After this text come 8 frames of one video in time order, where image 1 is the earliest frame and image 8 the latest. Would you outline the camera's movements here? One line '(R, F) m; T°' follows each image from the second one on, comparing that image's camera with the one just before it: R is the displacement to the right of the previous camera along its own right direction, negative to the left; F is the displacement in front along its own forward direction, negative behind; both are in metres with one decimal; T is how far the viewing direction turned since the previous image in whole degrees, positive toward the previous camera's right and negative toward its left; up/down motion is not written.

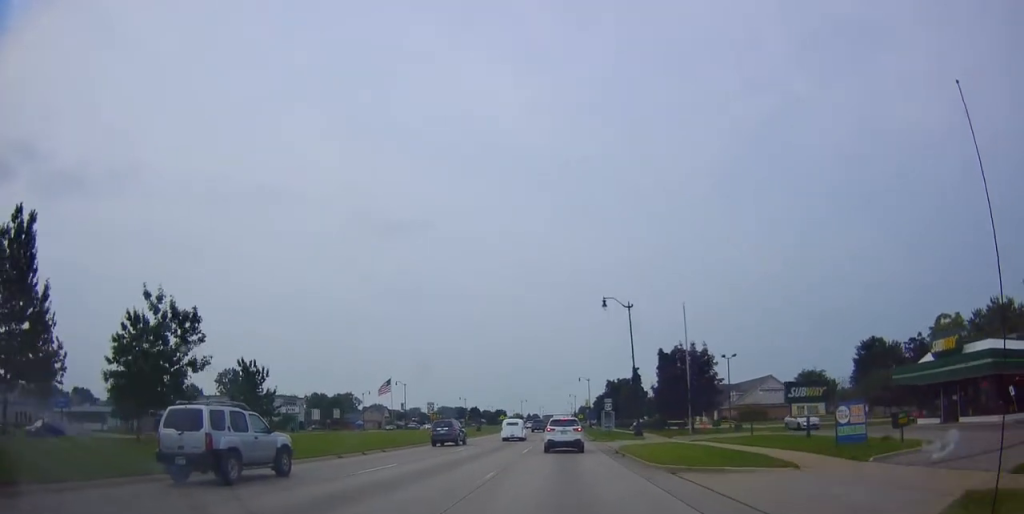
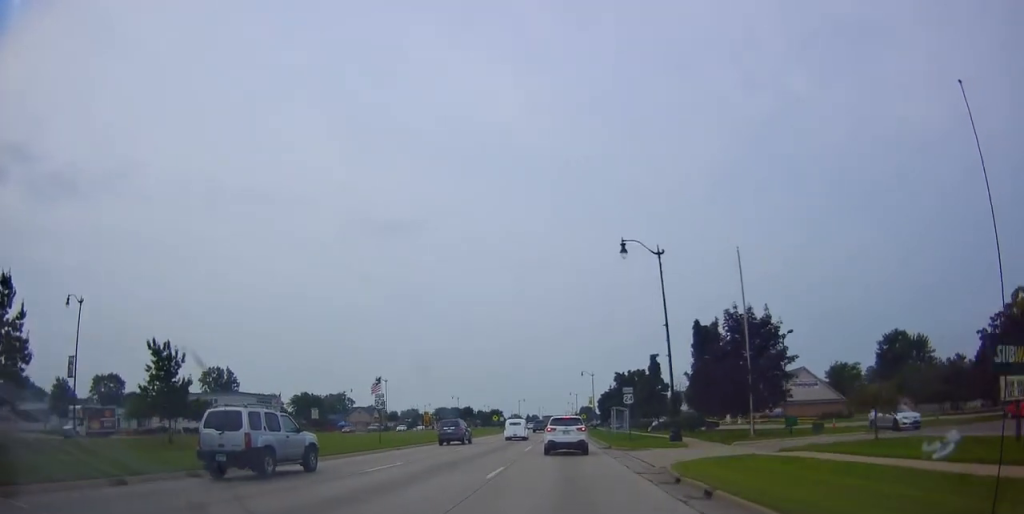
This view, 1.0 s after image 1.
(+0.2, +14.6) m; +1°
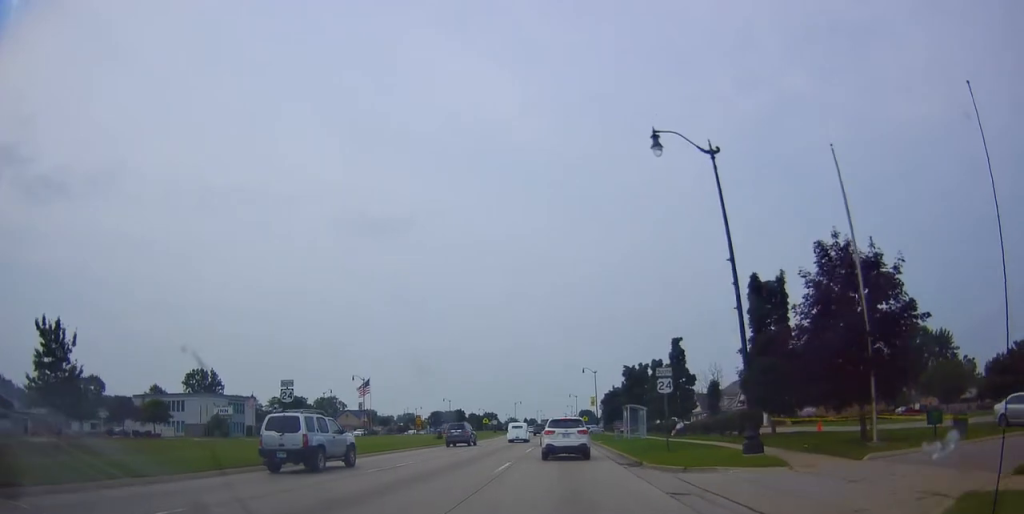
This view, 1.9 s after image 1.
(-0.1, +13.8) m; +1°
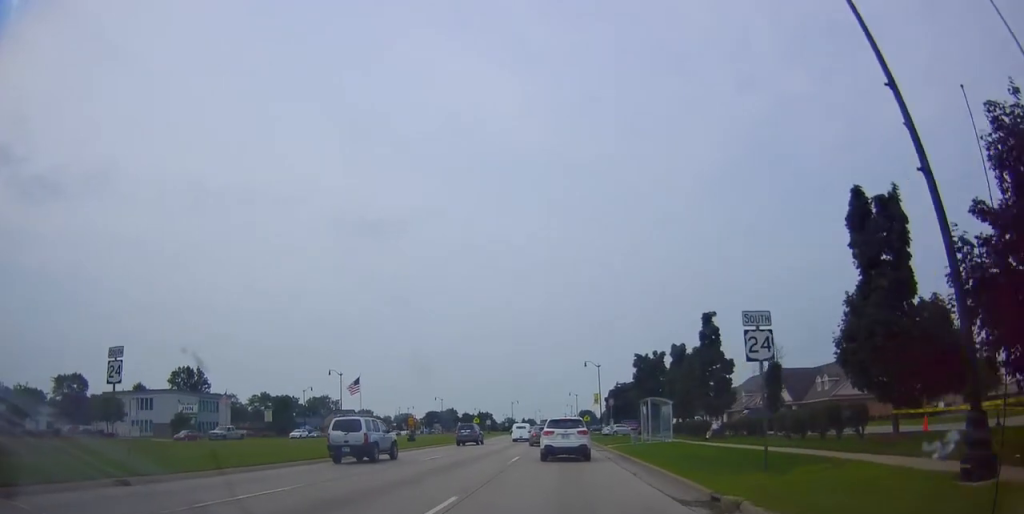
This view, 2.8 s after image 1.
(+0.2, +13.2) m; +1°
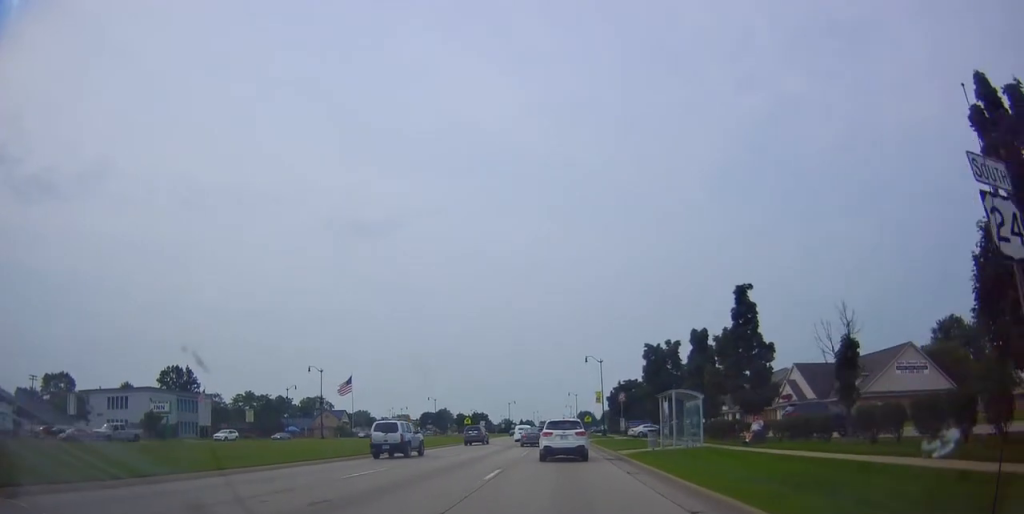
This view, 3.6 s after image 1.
(0.0, +9.6) m; 0°
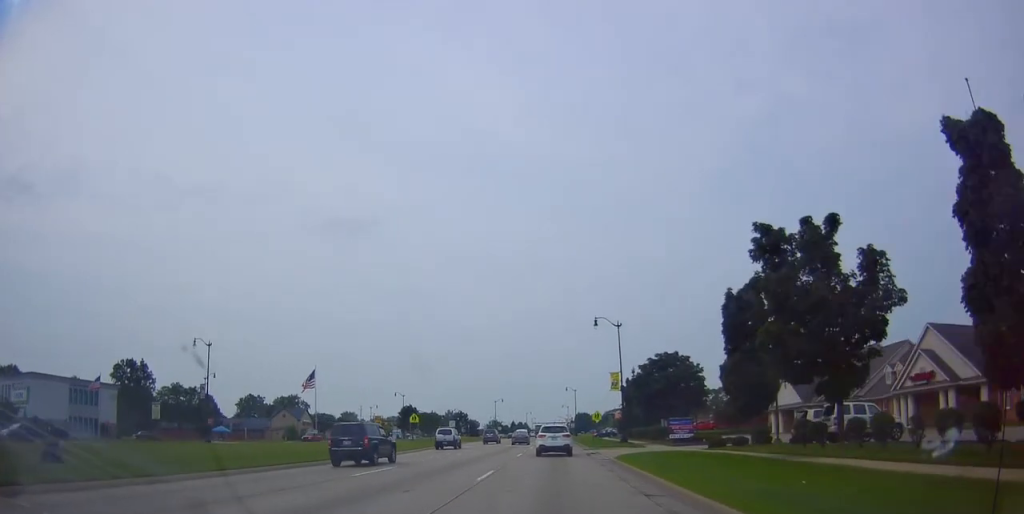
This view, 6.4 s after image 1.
(-1.4, +32.8) m; -4°
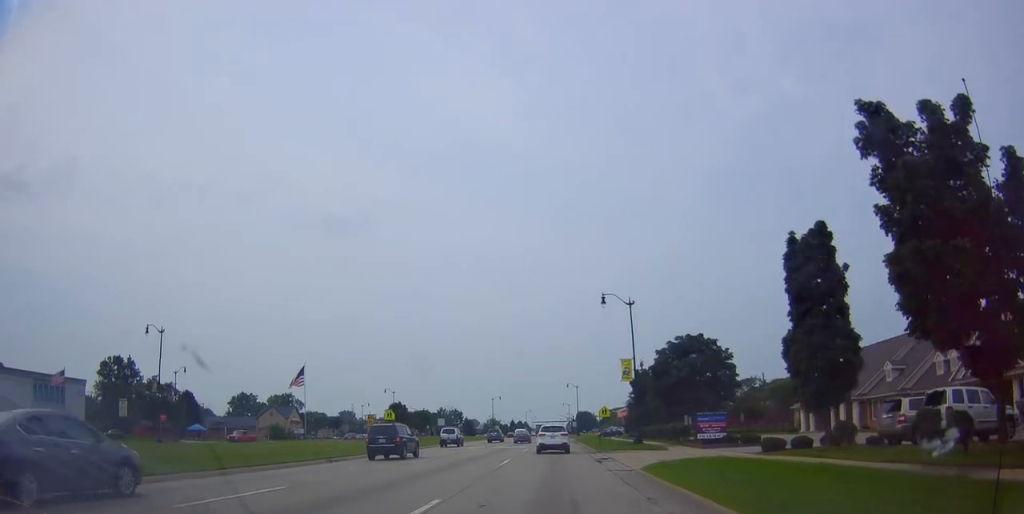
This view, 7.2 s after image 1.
(-0.5, +8.3) m; 0°
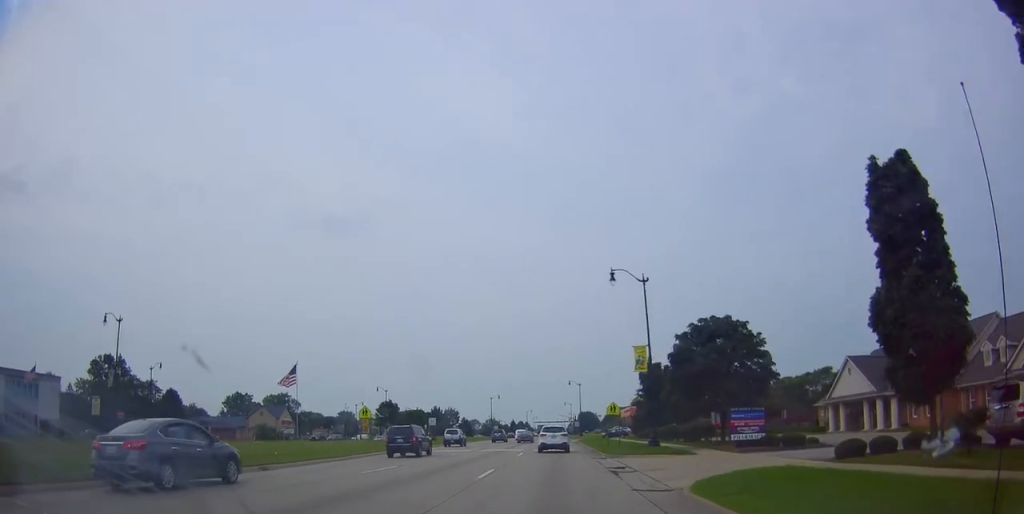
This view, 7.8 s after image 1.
(-0.1, +6.2) m; +1°
